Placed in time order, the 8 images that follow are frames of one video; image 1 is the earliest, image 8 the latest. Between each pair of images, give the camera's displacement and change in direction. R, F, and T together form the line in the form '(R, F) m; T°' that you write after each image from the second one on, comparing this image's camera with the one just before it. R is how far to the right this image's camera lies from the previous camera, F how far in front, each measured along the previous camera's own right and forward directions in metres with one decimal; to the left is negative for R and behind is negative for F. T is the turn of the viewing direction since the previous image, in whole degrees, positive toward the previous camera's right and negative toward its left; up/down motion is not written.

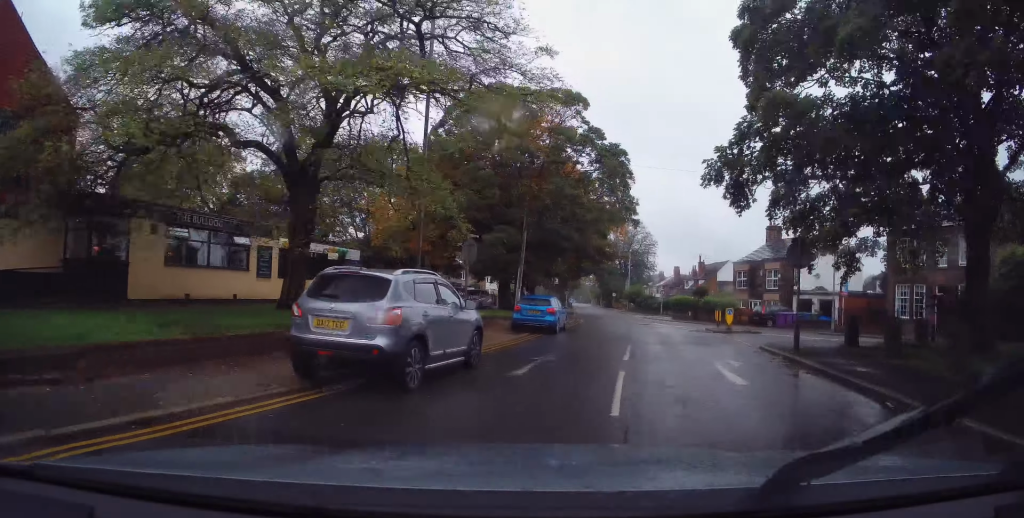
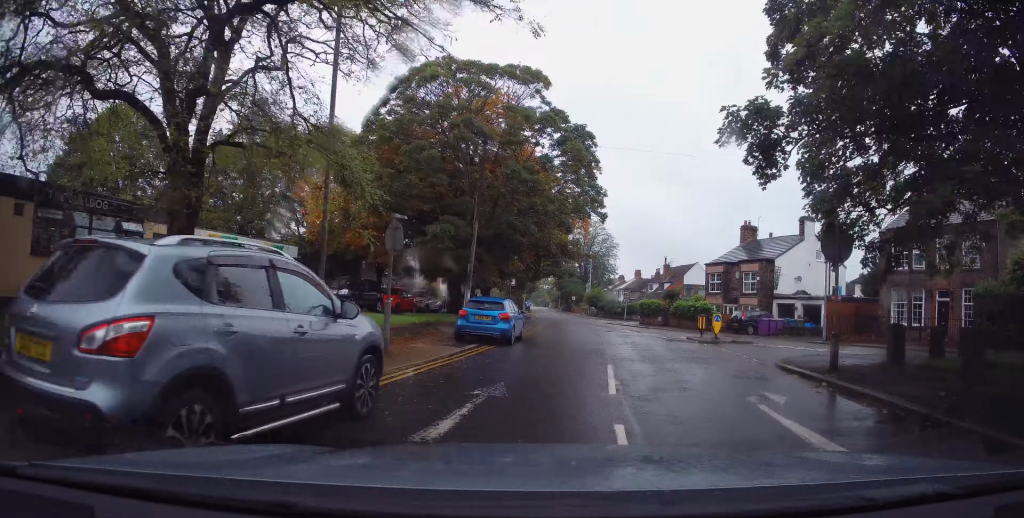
(+0.1, +3.9) m; +6°
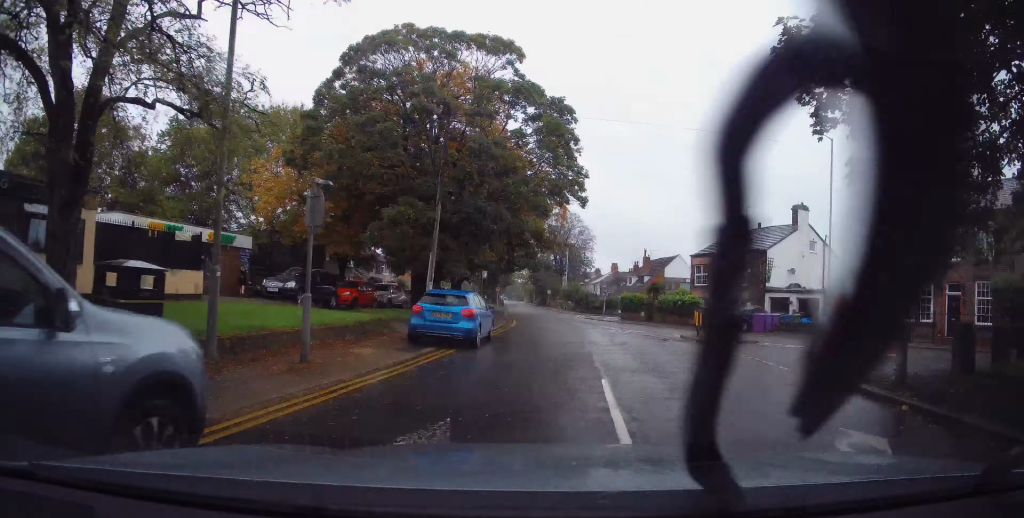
(+0.3, +2.9) m; +1°
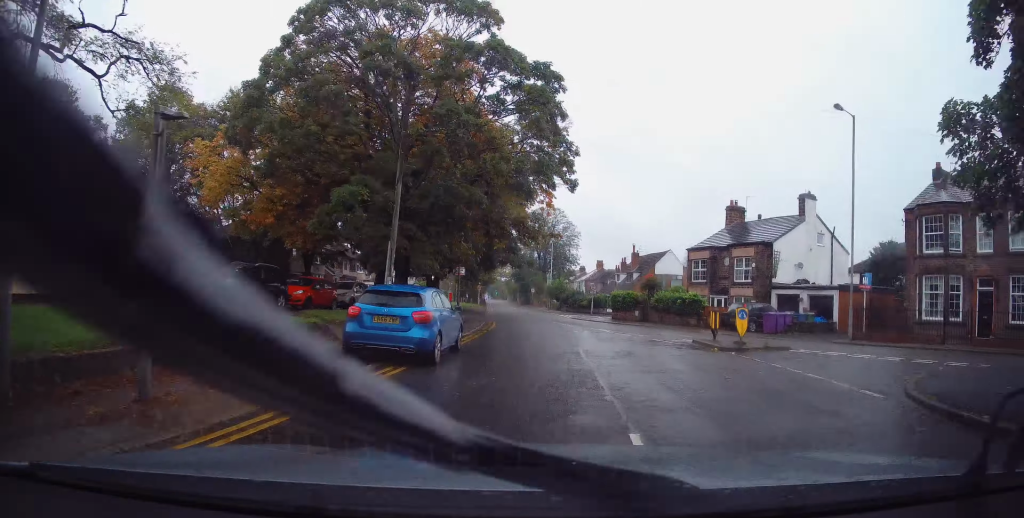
(+0.3, +3.5) m; +1°
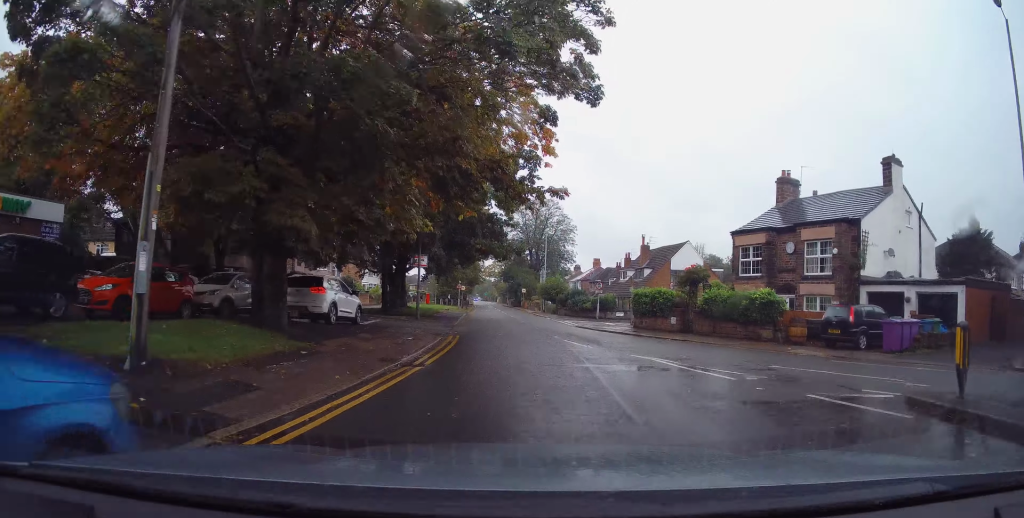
(-0.1, +10.5) m; 0°
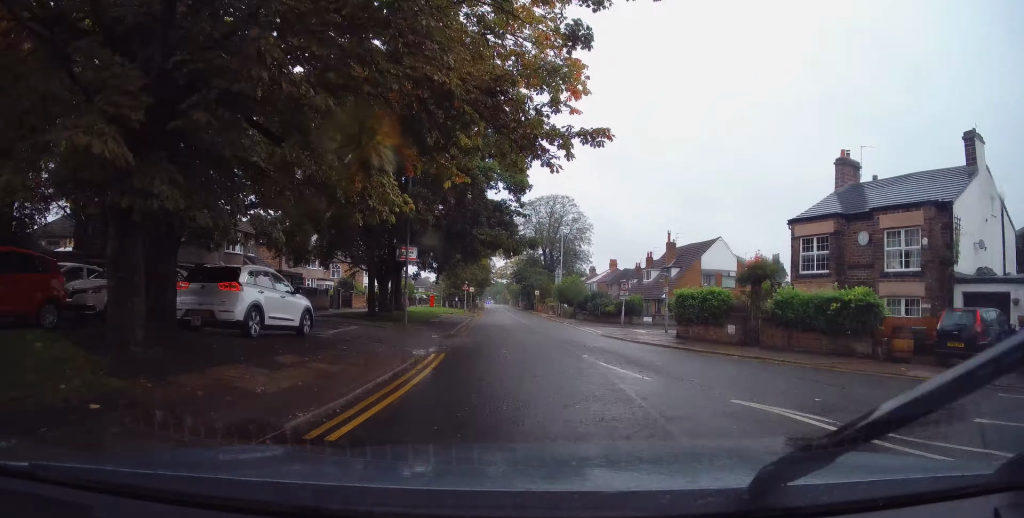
(0.0, +5.5) m; 0°
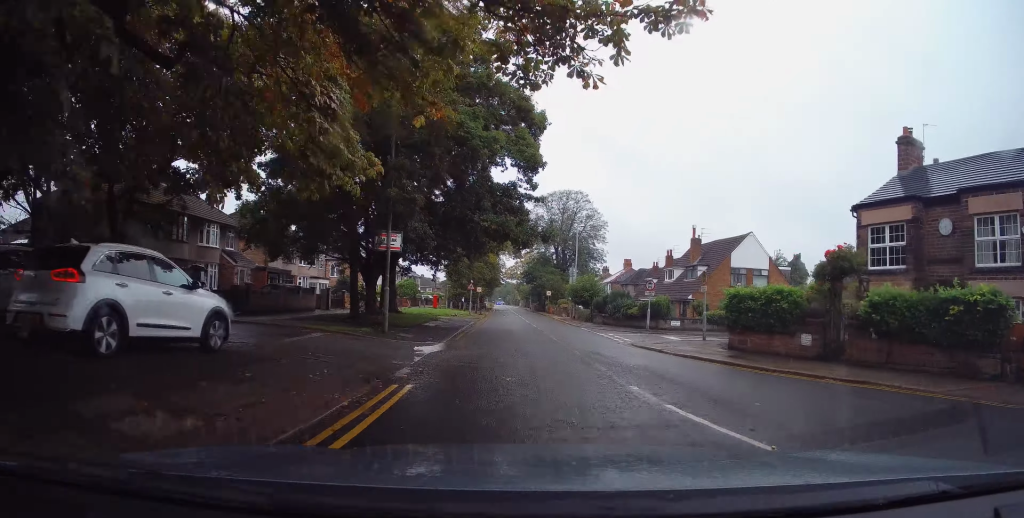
(-0.2, +4.5) m; 0°
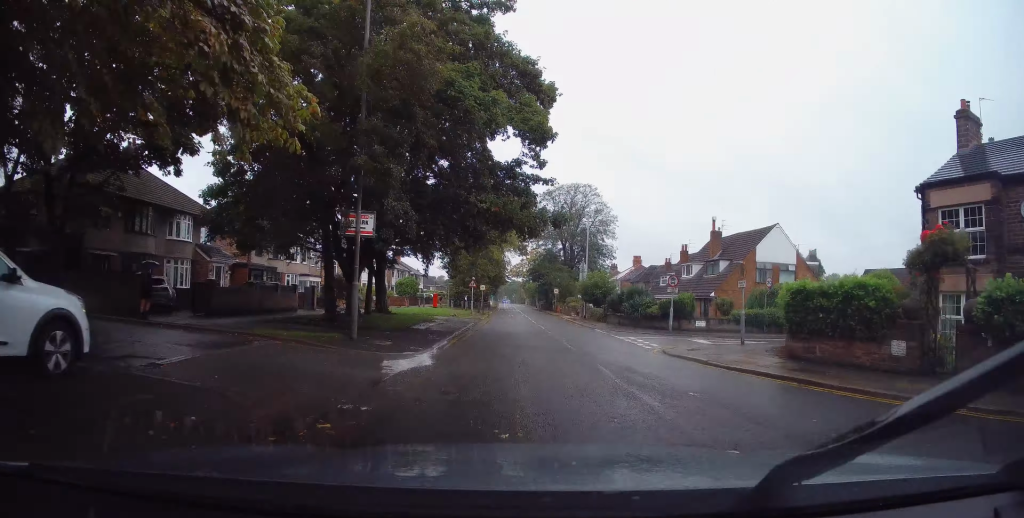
(+0.2, +3.7) m; -2°
